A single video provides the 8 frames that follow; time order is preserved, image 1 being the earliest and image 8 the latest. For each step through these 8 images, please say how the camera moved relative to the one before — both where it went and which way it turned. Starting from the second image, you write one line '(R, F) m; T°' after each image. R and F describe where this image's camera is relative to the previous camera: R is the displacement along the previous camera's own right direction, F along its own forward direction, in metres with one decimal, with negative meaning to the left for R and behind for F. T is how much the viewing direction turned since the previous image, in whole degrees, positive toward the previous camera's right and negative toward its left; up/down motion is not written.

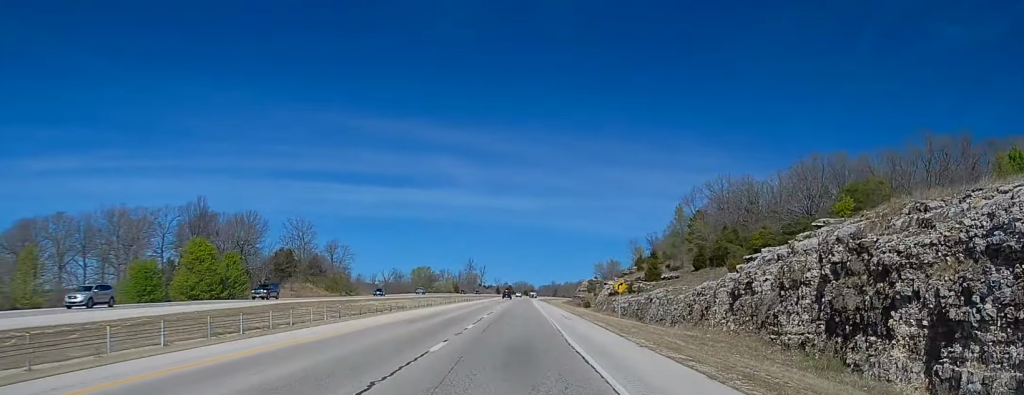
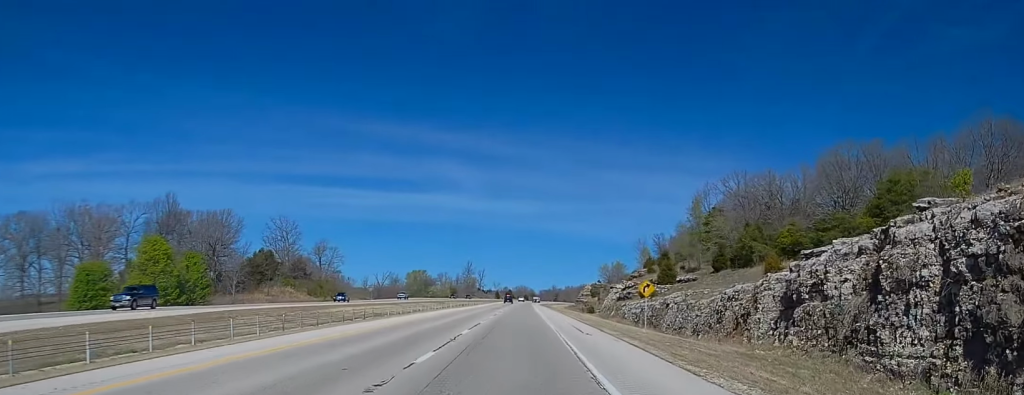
(0.0, +14.4) m; 0°
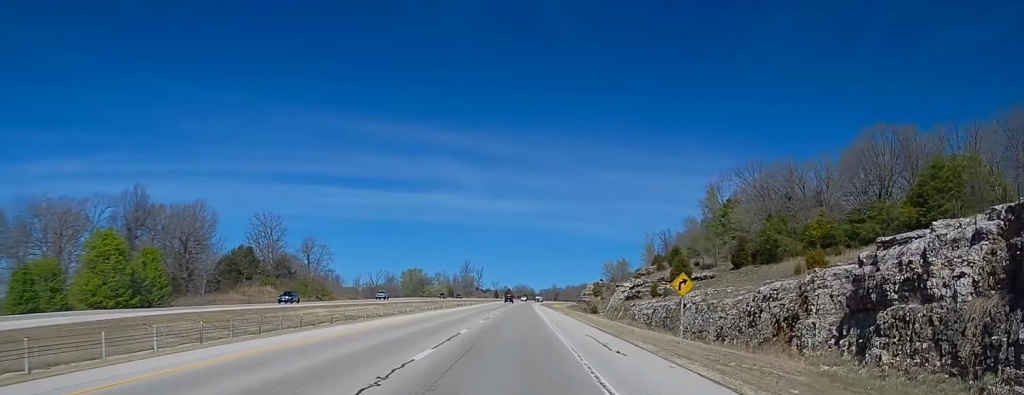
(0.0, +12.2) m; 0°
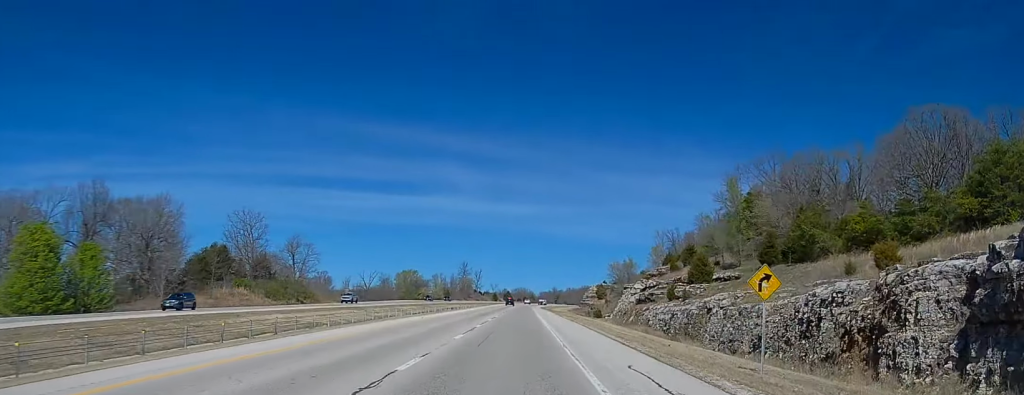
(0.0, +14.0) m; 0°
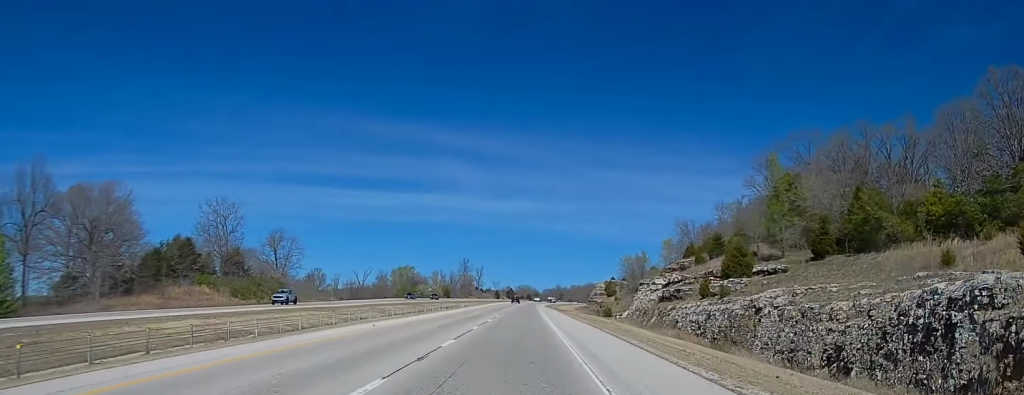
(0.0, +17.4) m; 0°
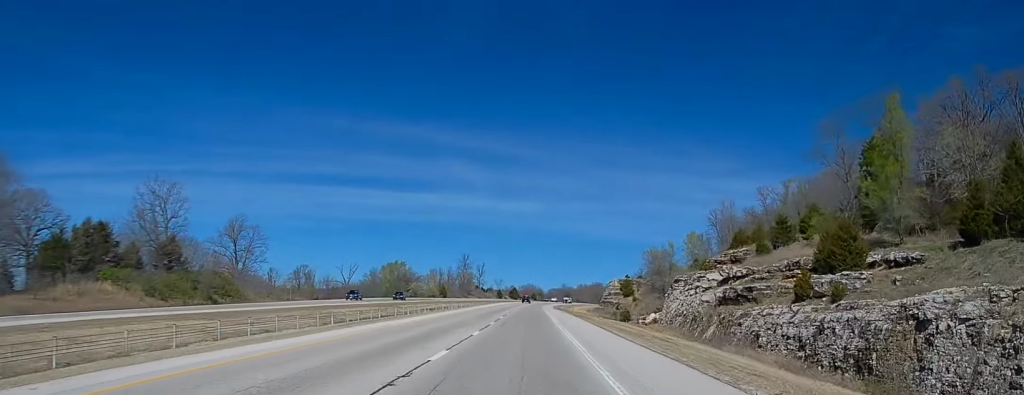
(0.0, +29.3) m; 0°
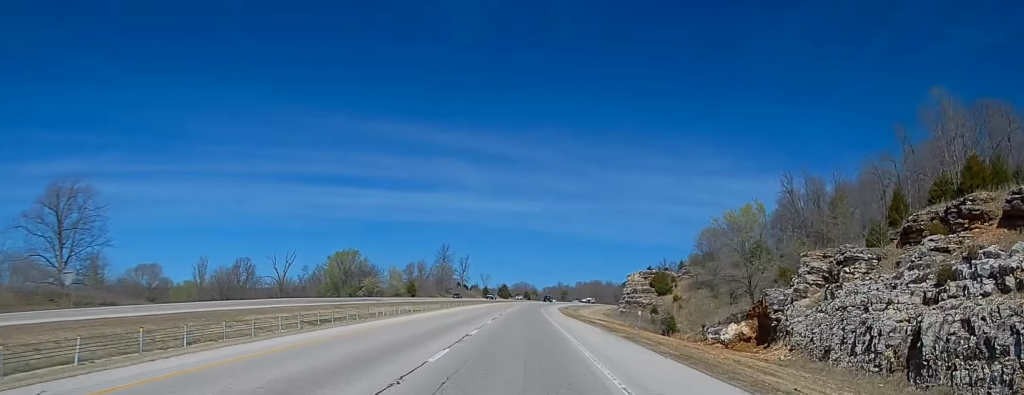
(-0.1, +61.4) m; +1°
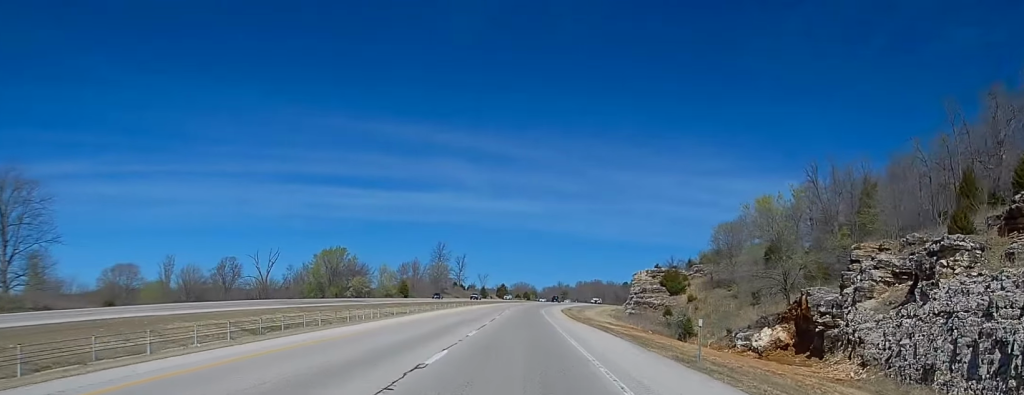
(+0.3, +12.4) m; 0°
